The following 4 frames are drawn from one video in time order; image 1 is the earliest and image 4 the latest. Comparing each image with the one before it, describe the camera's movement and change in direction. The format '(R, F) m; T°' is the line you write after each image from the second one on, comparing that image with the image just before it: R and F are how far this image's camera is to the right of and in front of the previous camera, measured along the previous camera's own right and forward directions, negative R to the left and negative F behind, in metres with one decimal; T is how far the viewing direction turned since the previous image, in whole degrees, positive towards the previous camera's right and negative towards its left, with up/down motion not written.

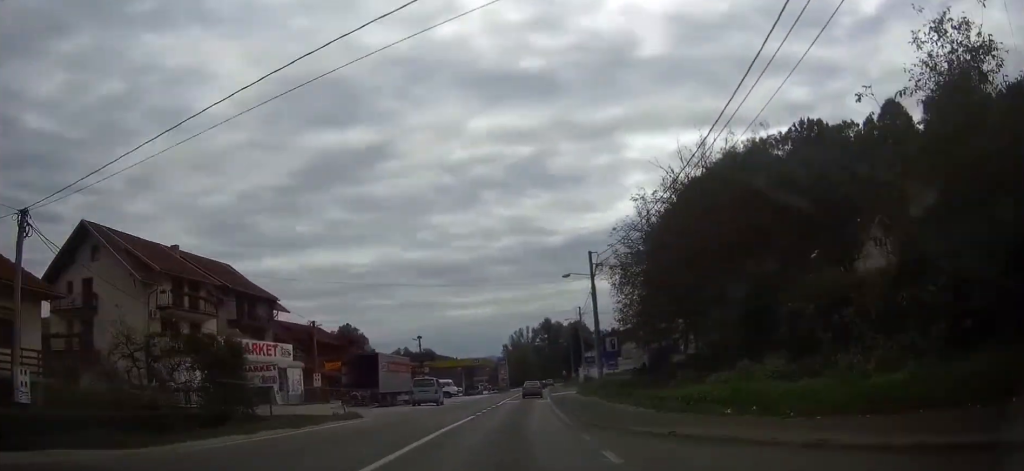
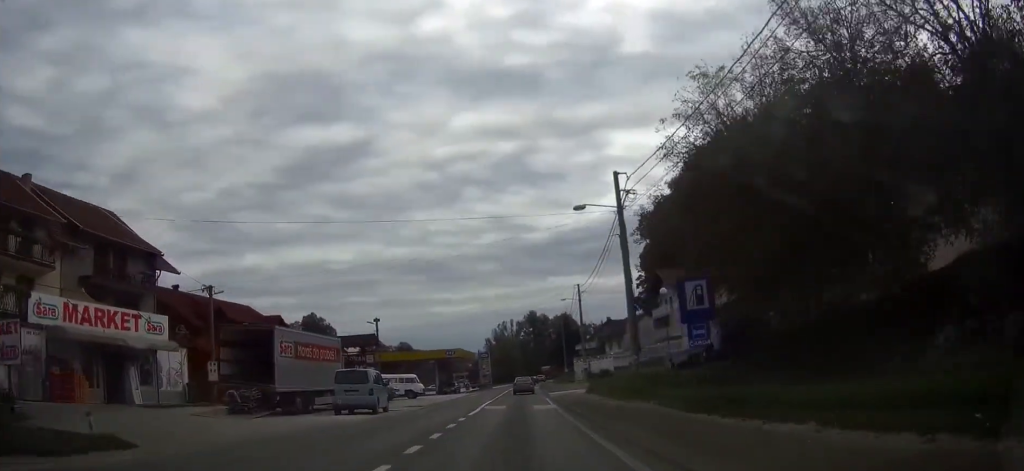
(+0.4, +17.9) m; +2°
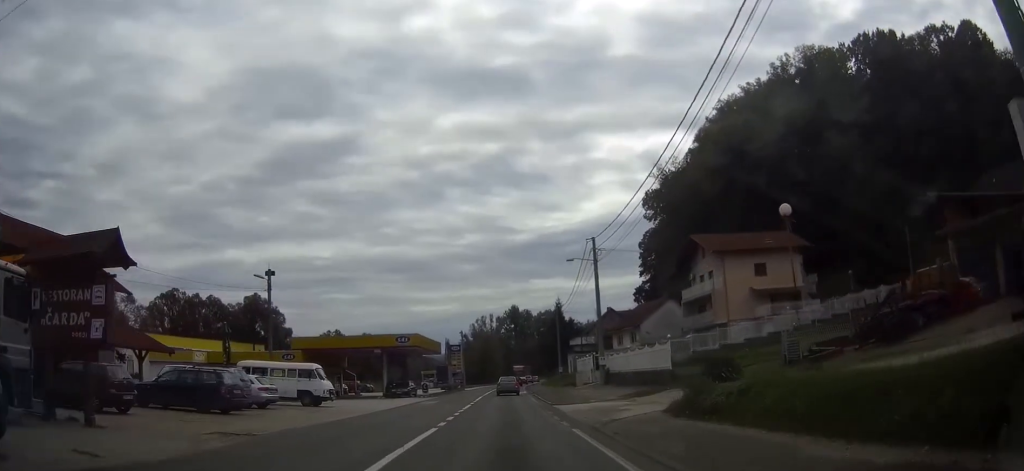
(+0.6, +25.7) m; +2°
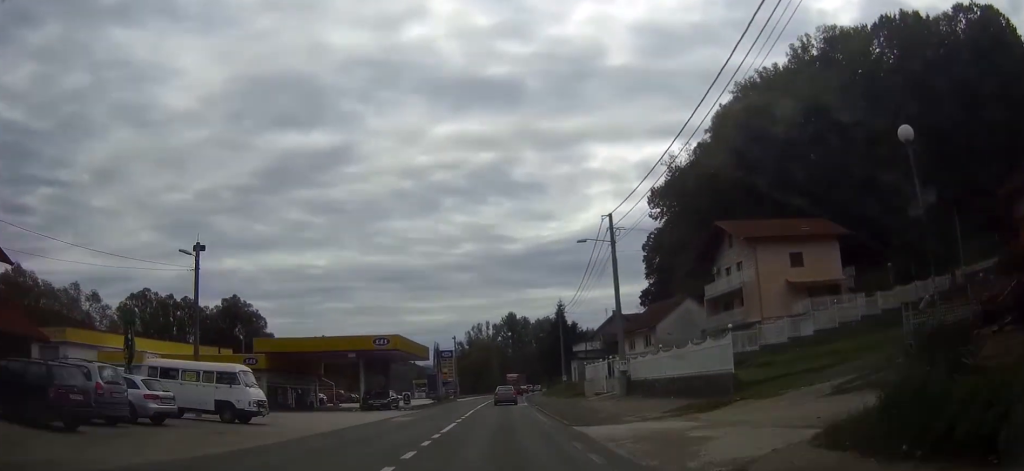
(0.0, +9.5) m; 0°
